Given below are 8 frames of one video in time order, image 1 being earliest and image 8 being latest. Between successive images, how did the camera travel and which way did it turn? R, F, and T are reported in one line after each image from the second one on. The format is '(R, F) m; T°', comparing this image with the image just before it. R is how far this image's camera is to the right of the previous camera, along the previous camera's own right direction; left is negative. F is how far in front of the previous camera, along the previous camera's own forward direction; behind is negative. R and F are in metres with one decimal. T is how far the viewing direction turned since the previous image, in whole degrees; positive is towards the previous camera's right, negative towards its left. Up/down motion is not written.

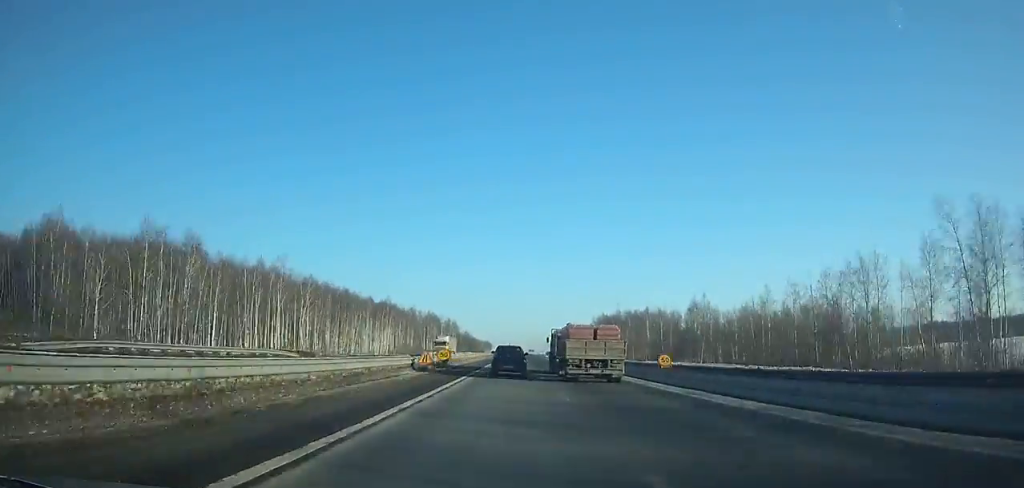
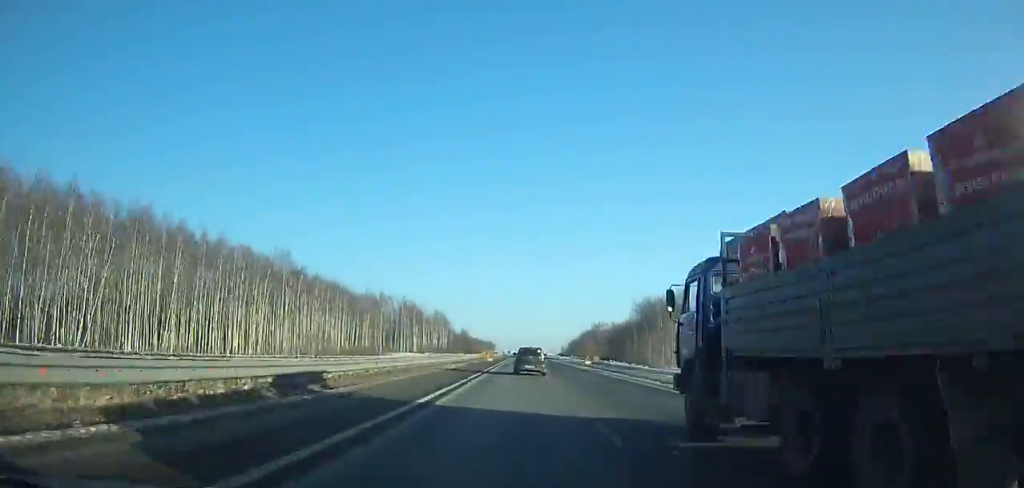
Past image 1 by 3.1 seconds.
(-0.1, +80.4) m; 0°
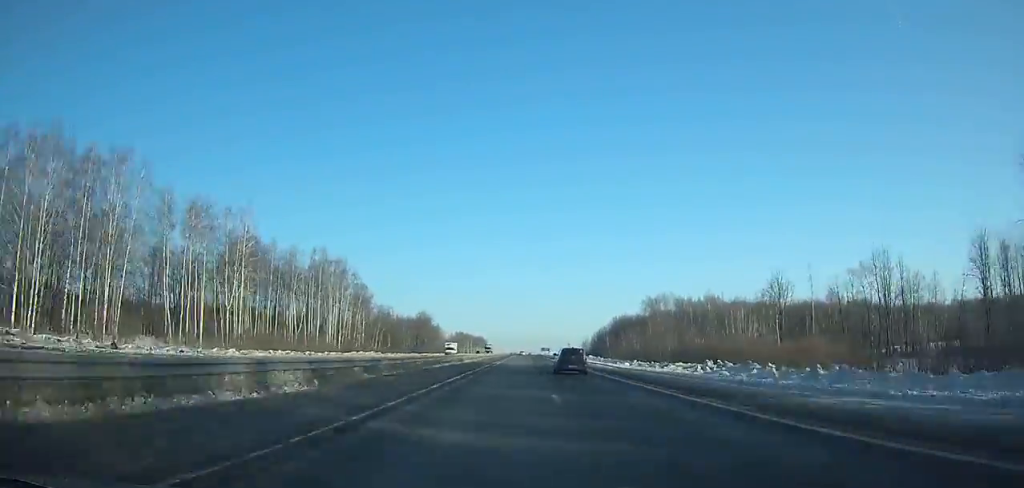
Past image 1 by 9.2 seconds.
(+0.8, +162.5) m; 0°
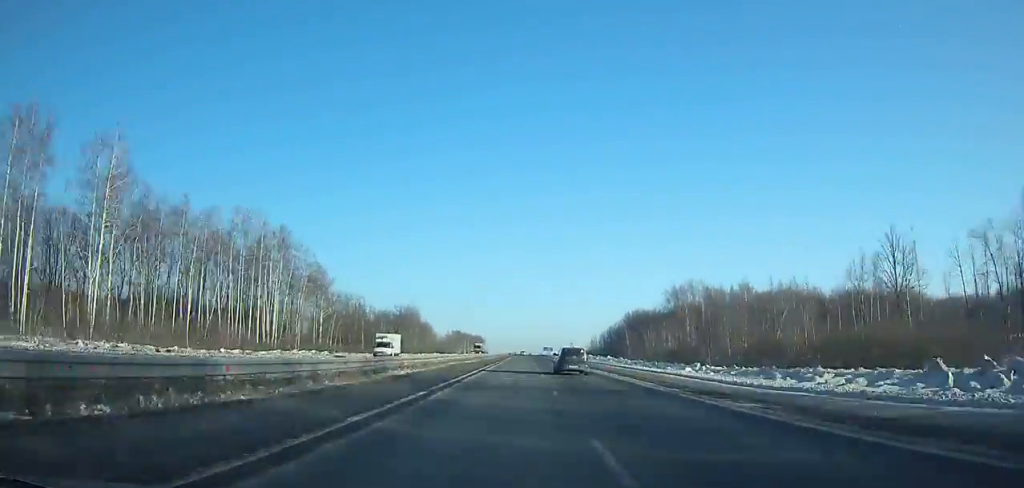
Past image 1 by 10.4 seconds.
(-0.1, +32.6) m; 0°
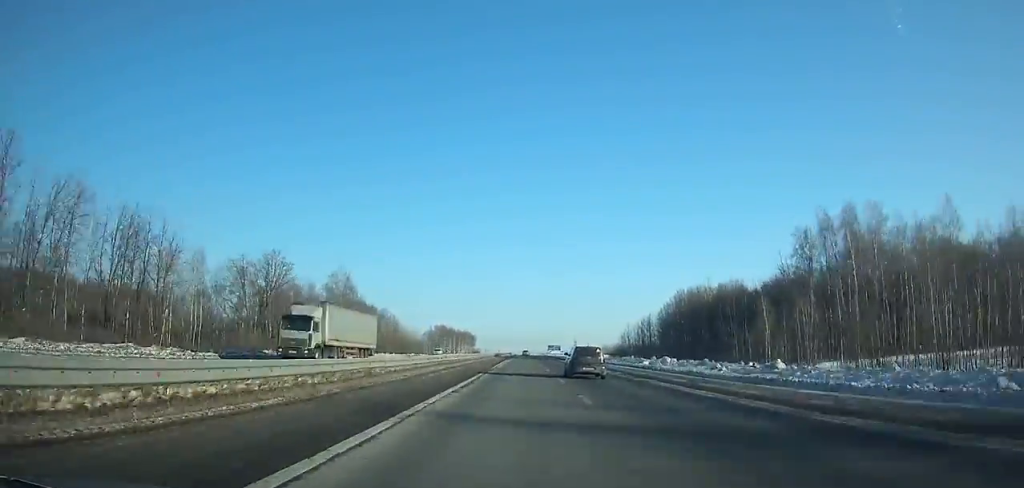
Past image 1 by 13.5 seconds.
(-0.1, +84.3) m; 0°
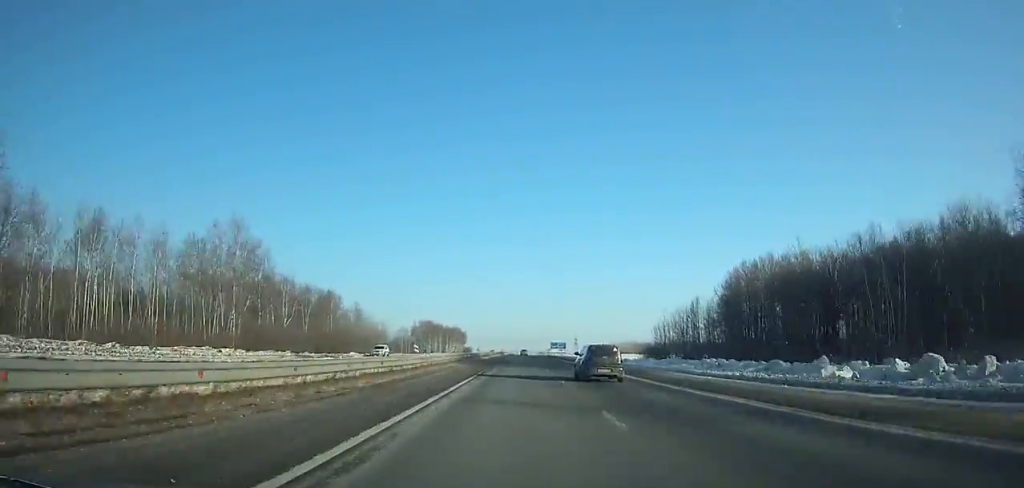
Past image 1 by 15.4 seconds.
(+0.1, +51.0) m; 0°
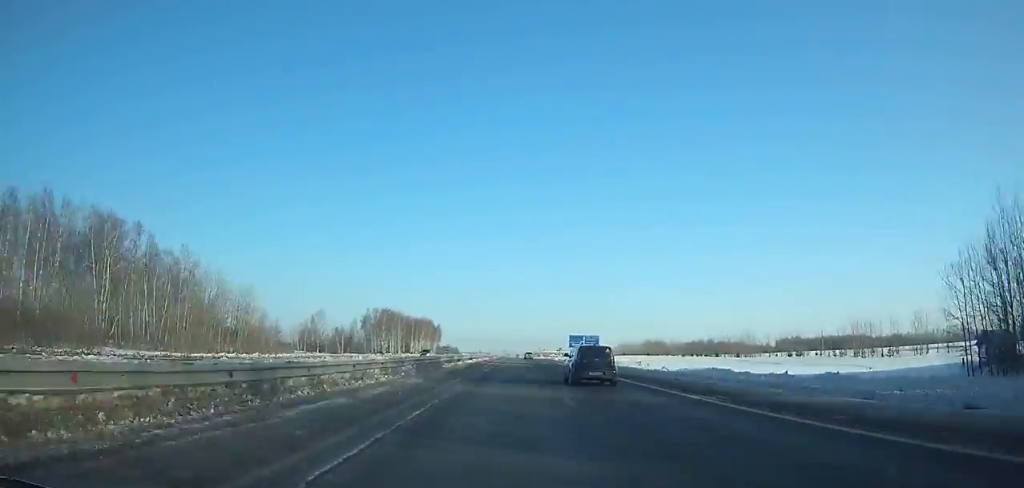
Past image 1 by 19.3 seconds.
(+0.7, +101.9) m; +1°
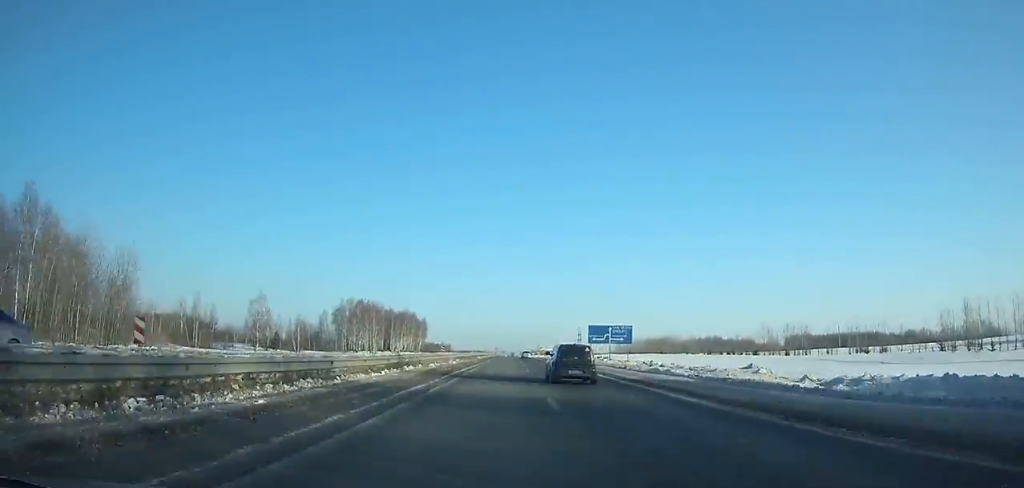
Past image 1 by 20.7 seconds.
(0.0, +35.6) m; 0°
